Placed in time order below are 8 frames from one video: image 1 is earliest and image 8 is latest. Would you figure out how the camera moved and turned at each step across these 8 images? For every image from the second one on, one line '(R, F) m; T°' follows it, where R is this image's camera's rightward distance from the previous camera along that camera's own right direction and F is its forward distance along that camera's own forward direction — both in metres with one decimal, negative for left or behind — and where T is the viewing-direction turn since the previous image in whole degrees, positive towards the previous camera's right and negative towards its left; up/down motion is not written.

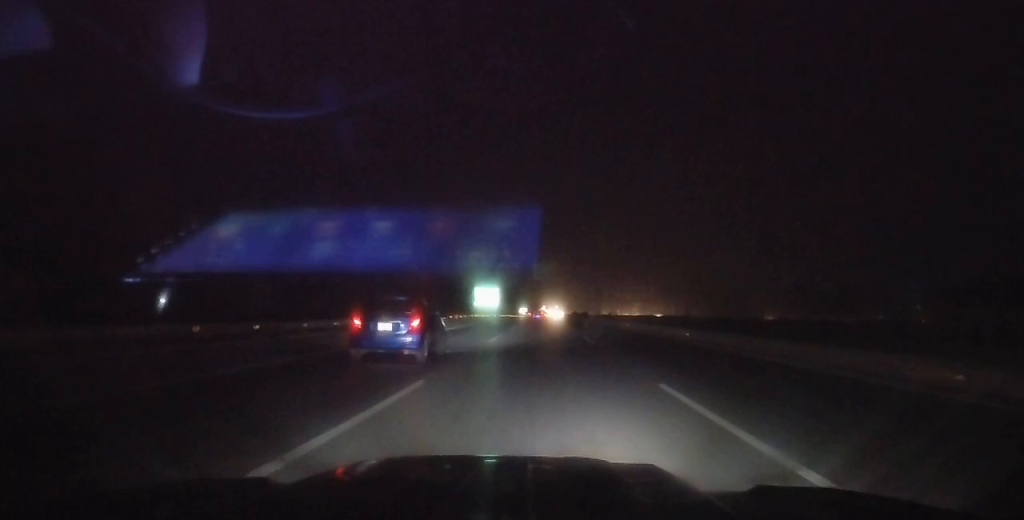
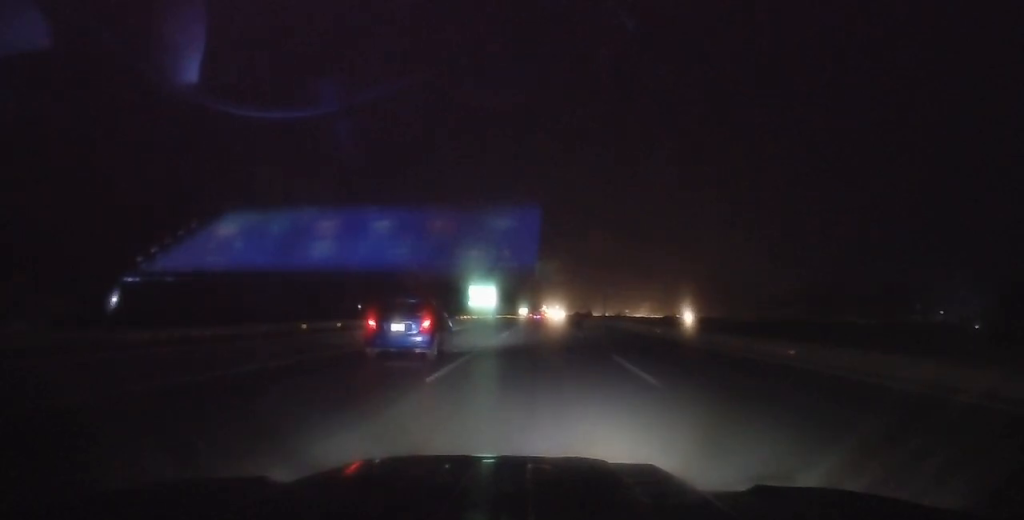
(-0.2, +11.3) m; 0°
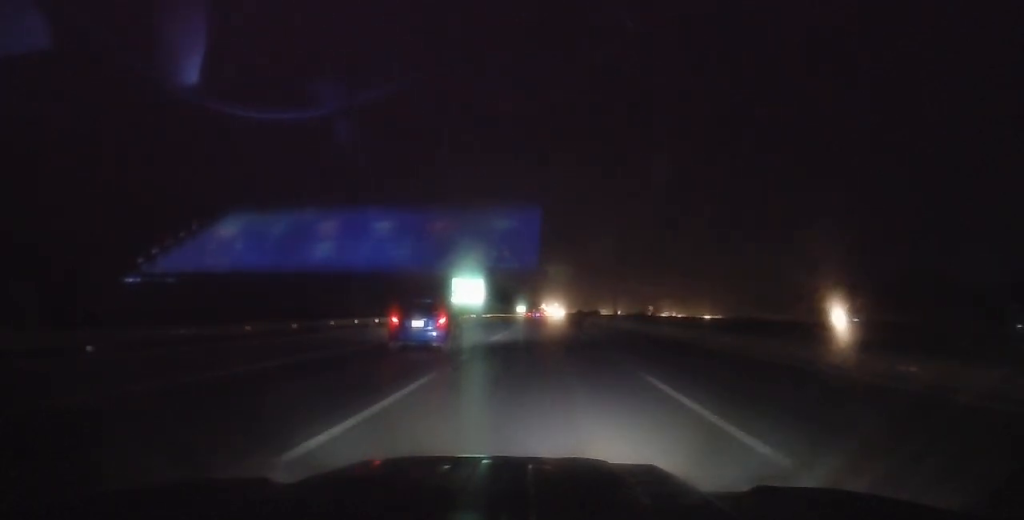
(+0.3, +23.5) m; +1°
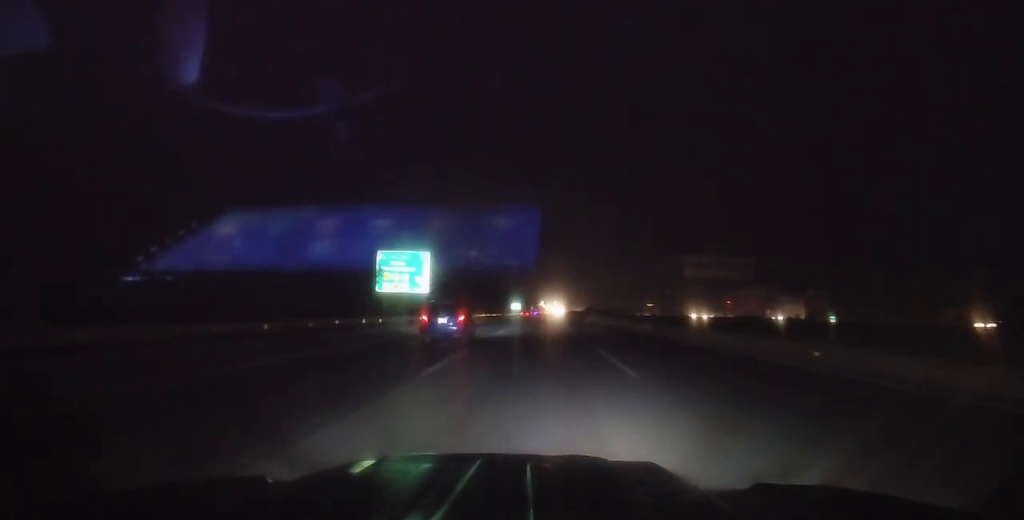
(0.0, +47.5) m; 0°
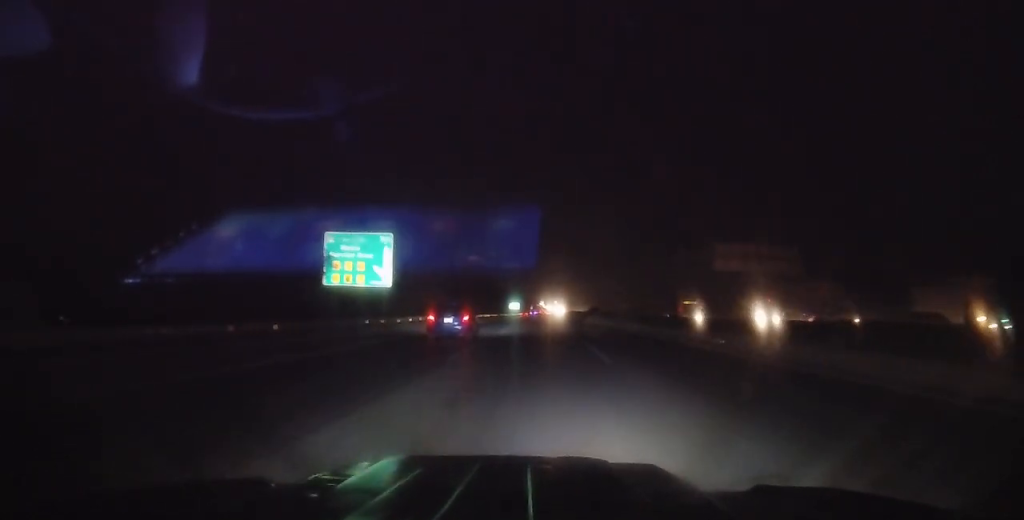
(0.0, +14.3) m; 0°
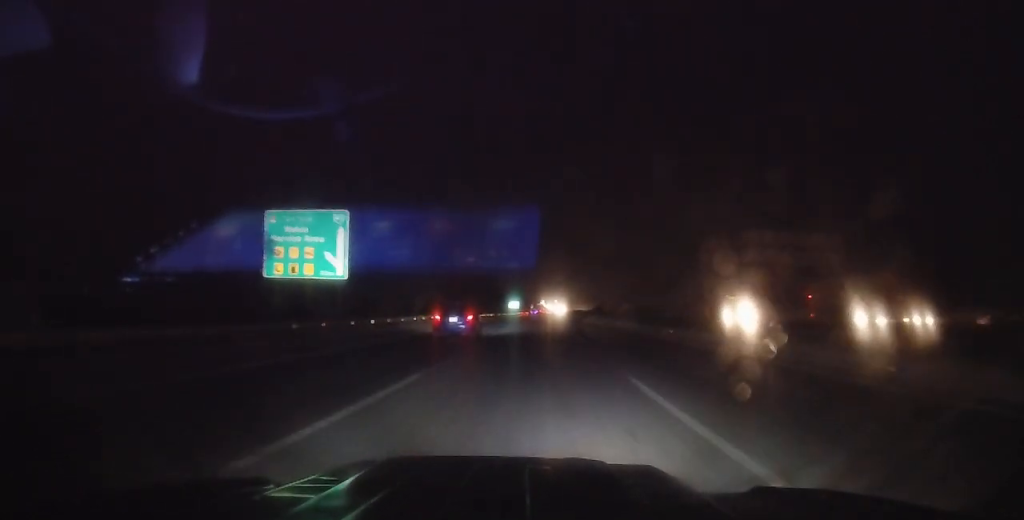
(+0.1, +10.1) m; 0°
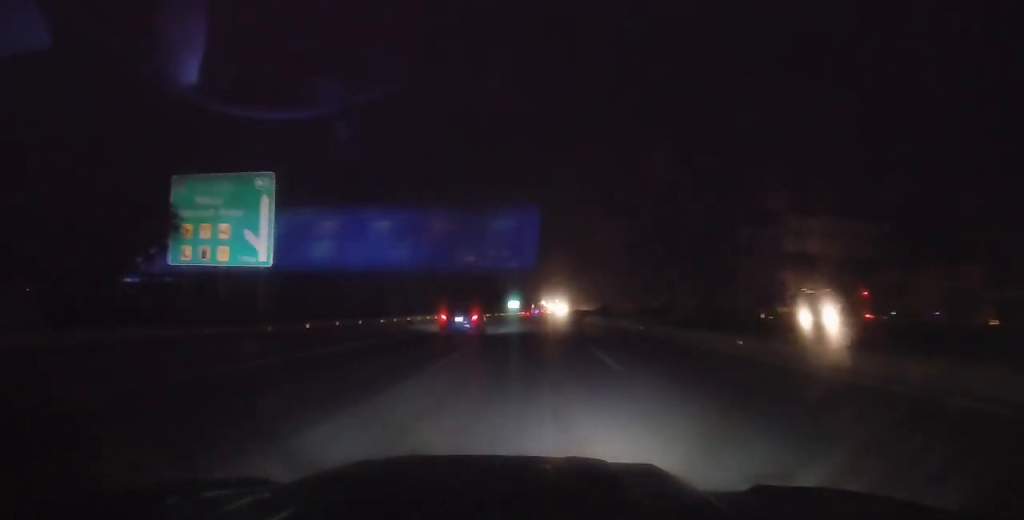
(+0.1, +9.8) m; 0°
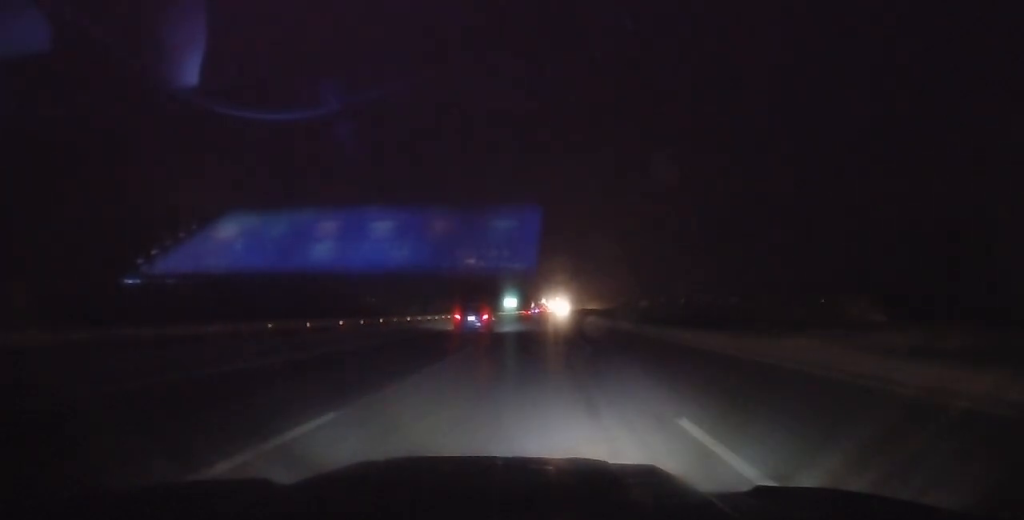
(-0.4, +30.0) m; -1°
